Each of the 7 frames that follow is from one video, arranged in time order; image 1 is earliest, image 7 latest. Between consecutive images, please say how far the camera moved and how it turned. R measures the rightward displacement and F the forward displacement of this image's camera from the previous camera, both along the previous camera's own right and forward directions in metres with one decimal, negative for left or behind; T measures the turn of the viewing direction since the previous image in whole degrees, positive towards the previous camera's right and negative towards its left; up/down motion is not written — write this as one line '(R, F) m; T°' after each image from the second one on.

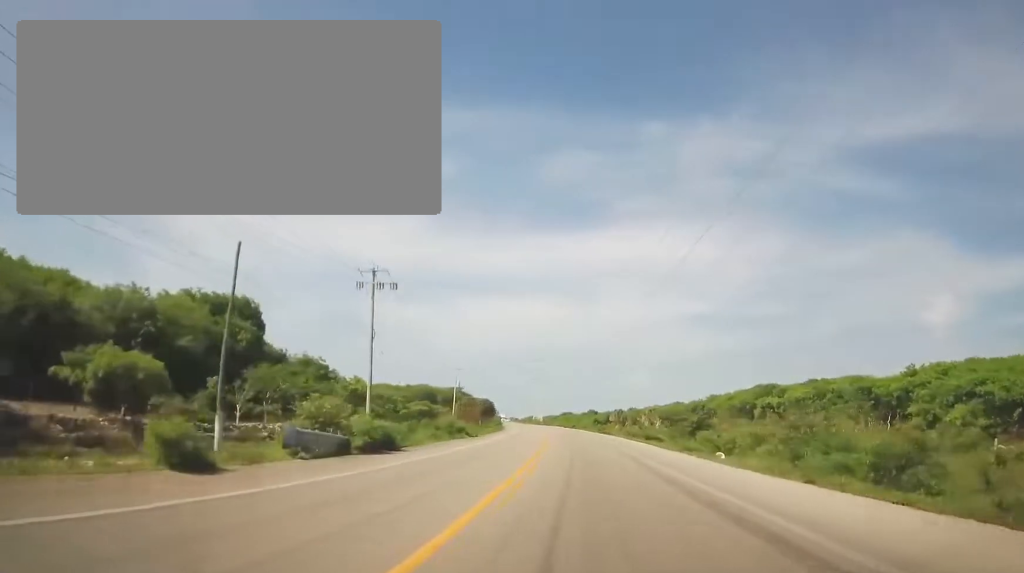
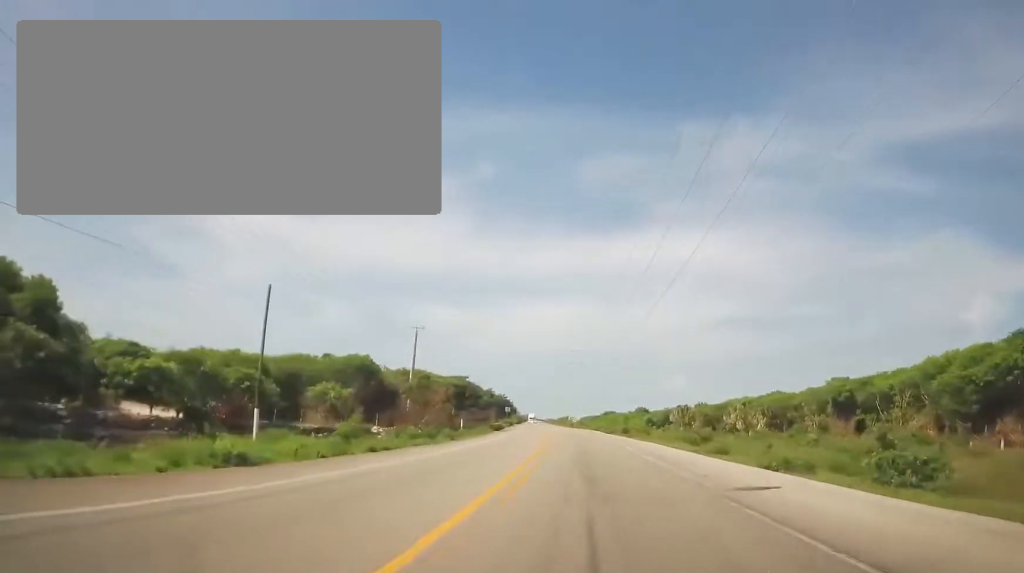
(-1.9, +56.3) m; -3°
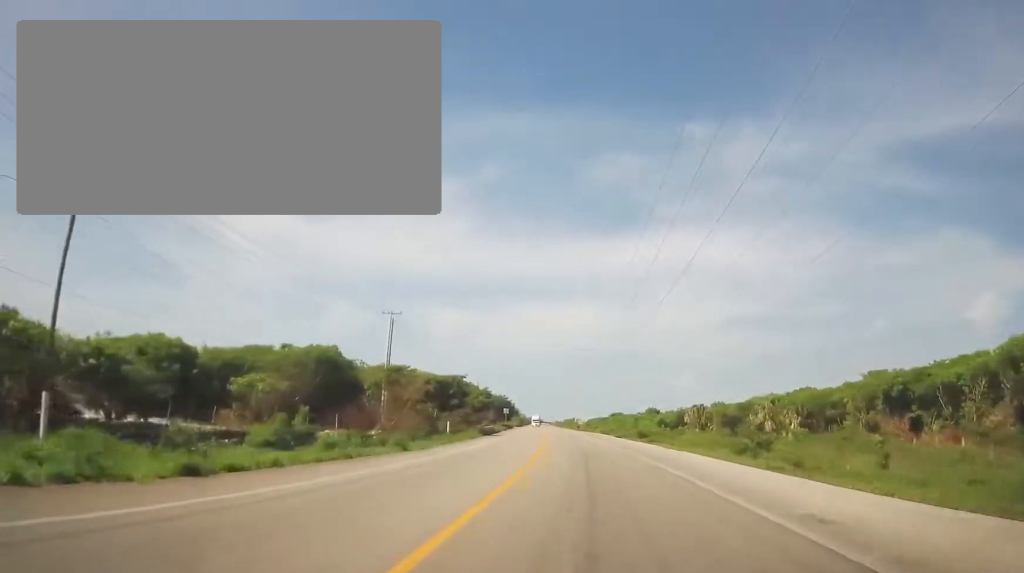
(-0.1, +11.6) m; 0°
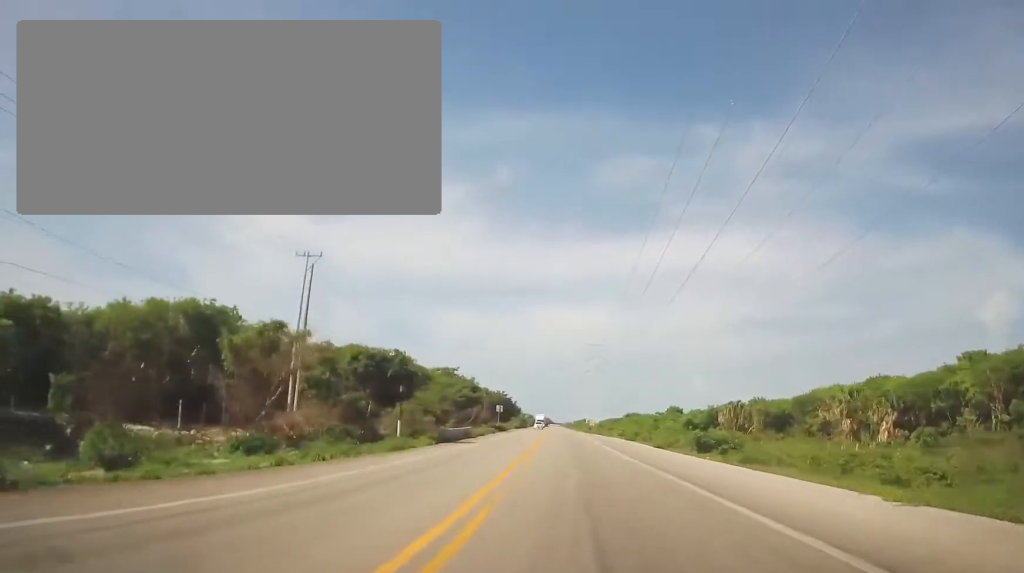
(0.0, +21.7) m; -2°
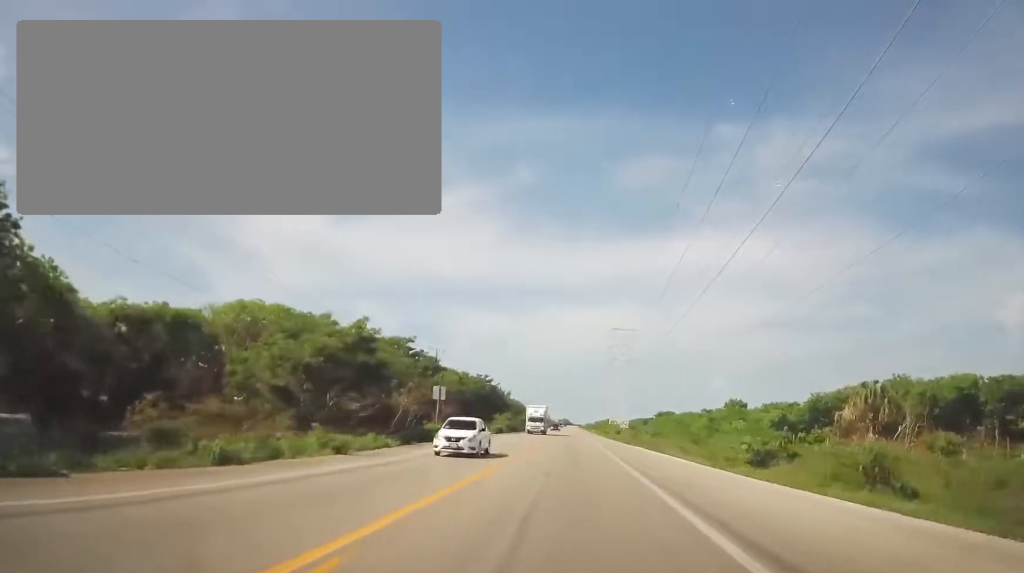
(-1.4, +44.6) m; -2°
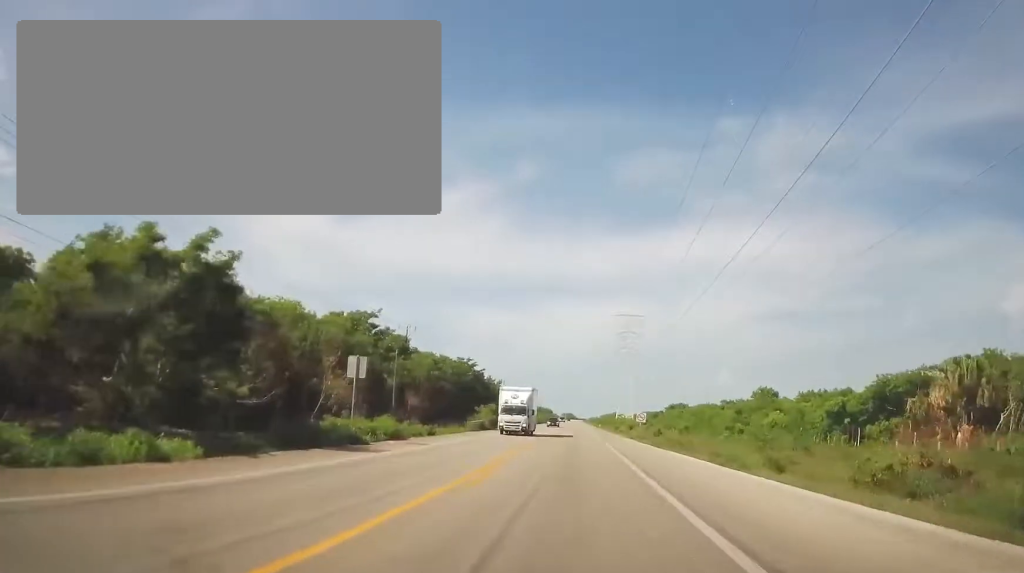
(+0.1, +15.5) m; 0°
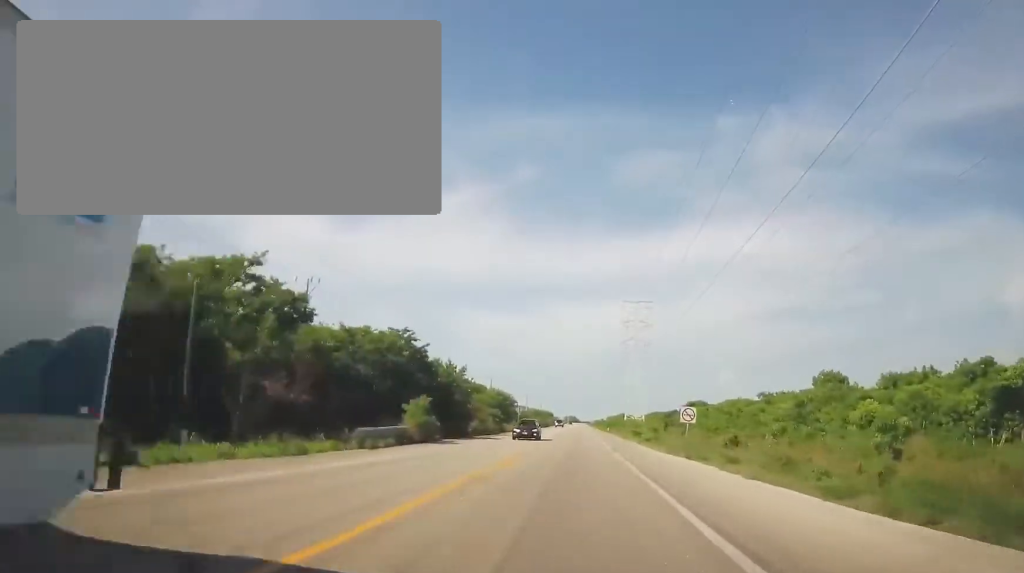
(0.0, +24.8) m; -1°
